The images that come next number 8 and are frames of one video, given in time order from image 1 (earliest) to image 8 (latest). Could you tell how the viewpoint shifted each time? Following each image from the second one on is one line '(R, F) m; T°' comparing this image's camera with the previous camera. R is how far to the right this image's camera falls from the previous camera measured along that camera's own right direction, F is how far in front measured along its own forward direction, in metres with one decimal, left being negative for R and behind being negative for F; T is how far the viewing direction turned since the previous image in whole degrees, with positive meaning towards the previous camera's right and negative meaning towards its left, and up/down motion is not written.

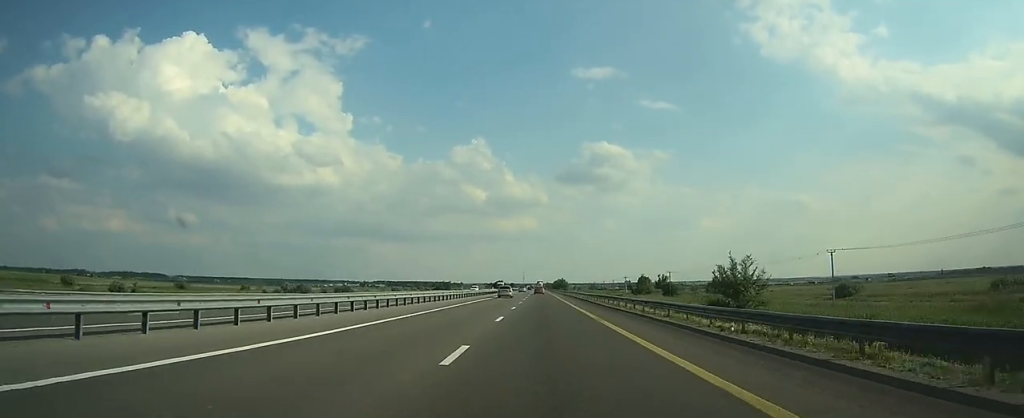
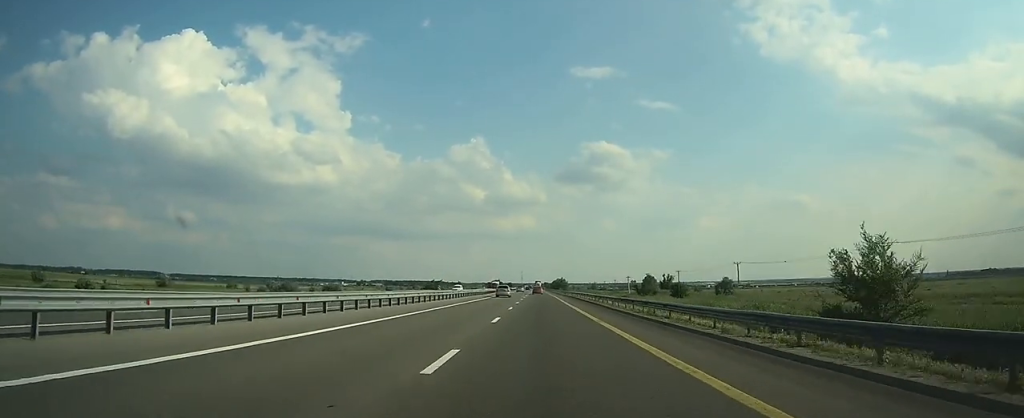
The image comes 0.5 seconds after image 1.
(0.0, +13.0) m; 0°
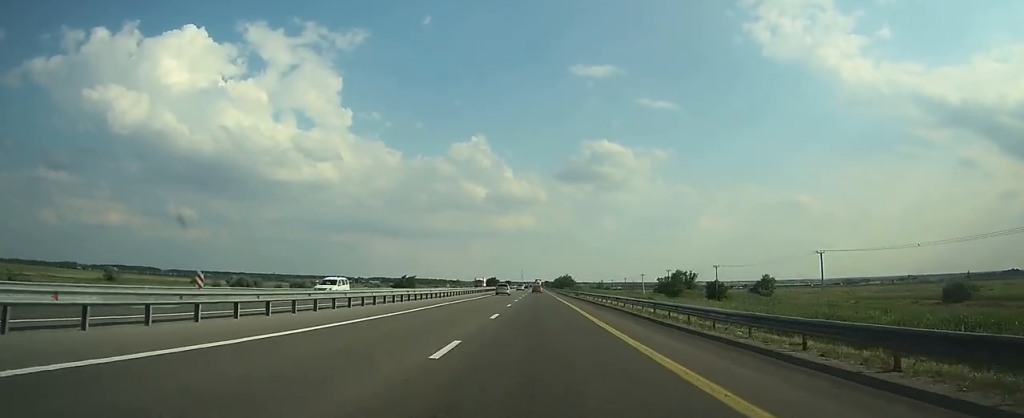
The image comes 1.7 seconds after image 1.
(0.0, +34.3) m; 0°
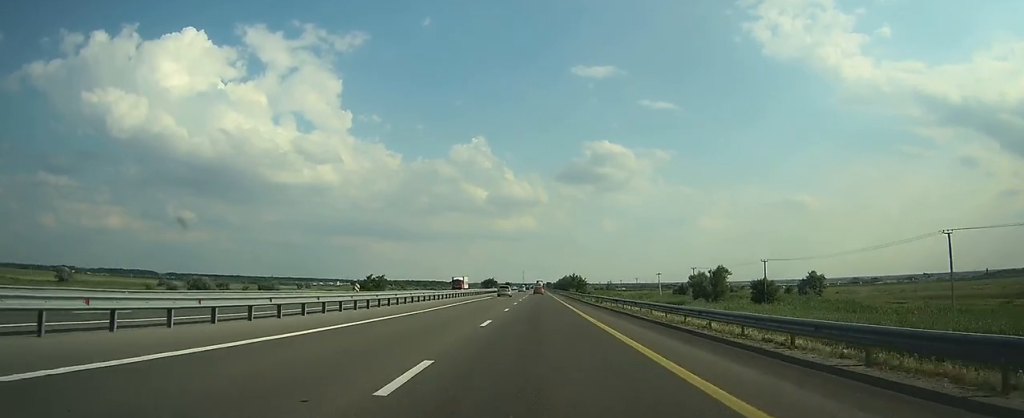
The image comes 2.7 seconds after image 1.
(0.0, +27.0) m; 0°
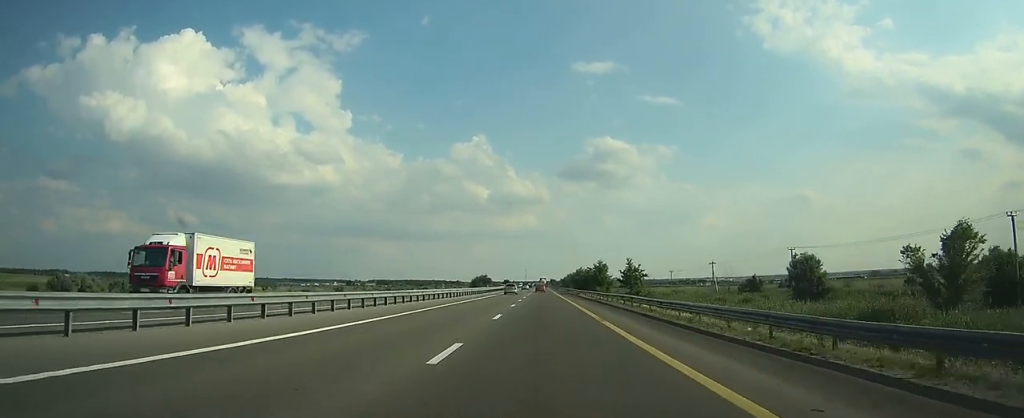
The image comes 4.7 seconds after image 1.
(0.0, +57.2) m; 0°
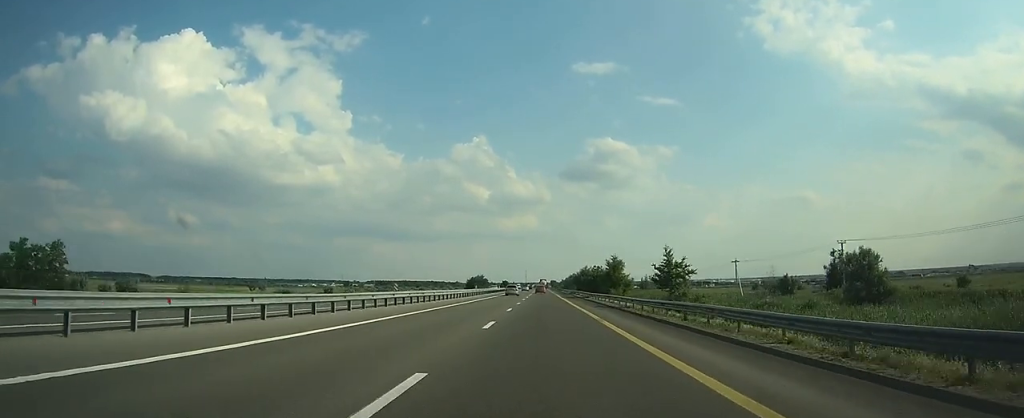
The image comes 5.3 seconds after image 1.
(0.0, +16.1) m; 0°
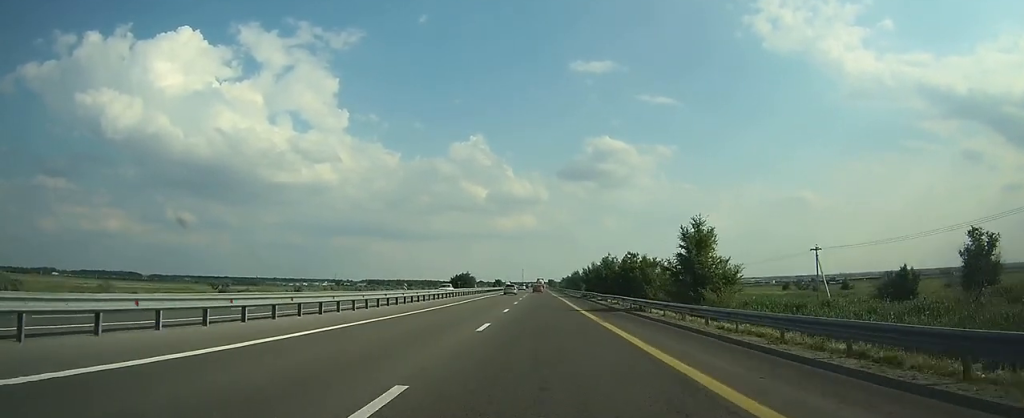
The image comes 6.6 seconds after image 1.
(-0.1, +37.0) m; 0°
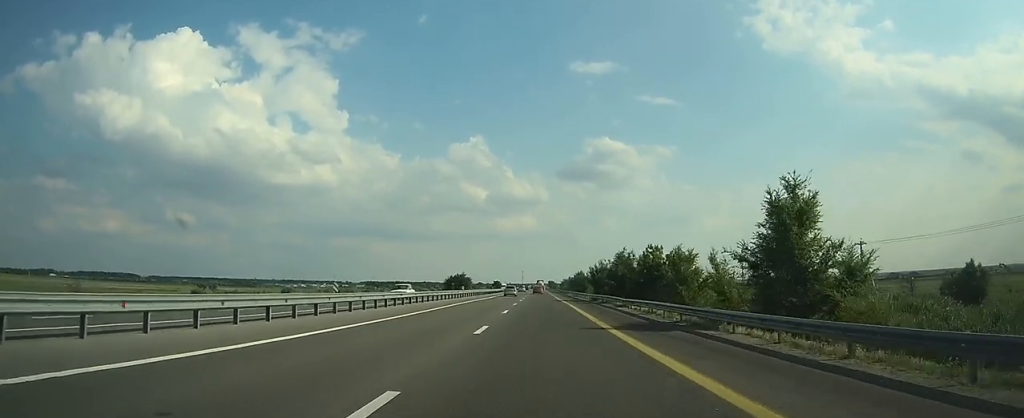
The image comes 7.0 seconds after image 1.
(0.0, +12.4) m; 0°
